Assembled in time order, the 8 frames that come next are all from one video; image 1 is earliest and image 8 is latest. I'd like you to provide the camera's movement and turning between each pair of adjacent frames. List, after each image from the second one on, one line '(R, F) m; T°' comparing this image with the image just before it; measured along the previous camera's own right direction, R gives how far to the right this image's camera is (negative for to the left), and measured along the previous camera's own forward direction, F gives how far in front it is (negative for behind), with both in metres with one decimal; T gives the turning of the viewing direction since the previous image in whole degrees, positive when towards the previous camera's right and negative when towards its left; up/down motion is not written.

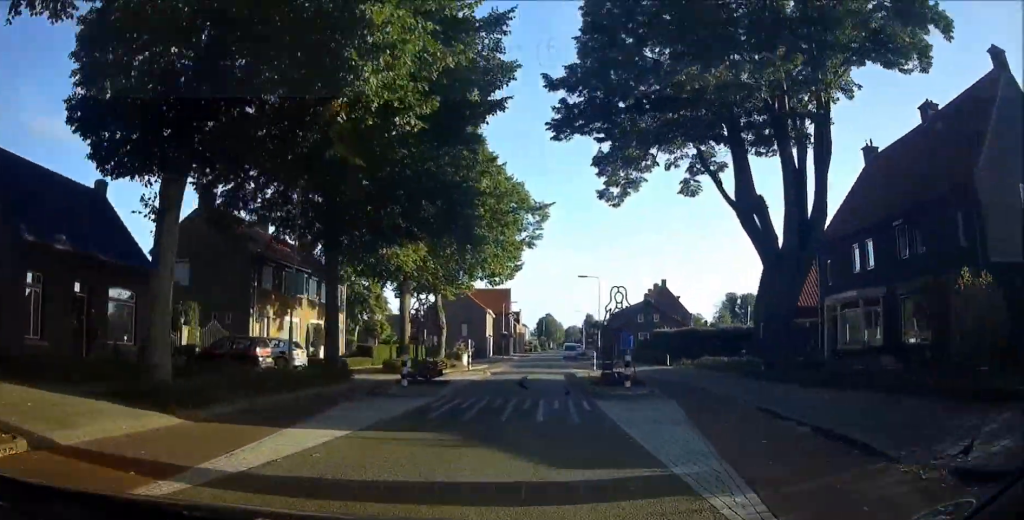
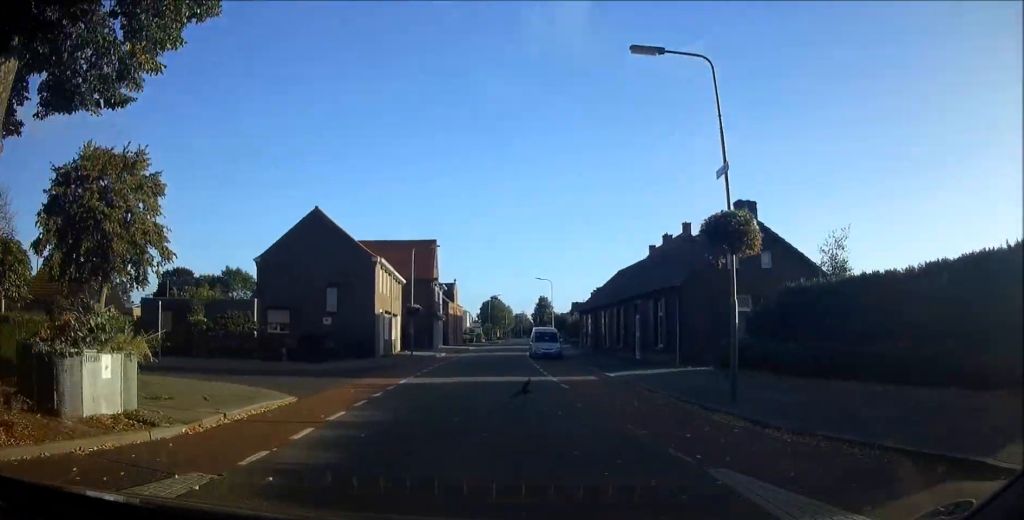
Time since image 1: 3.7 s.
(+0.8, +37.4) m; +2°
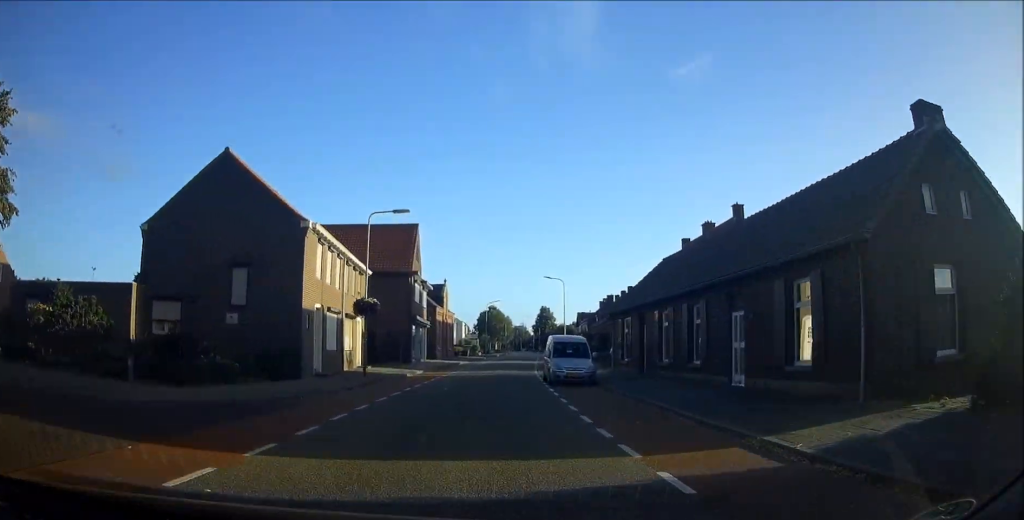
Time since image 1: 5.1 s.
(-0.2, +13.0) m; -1°
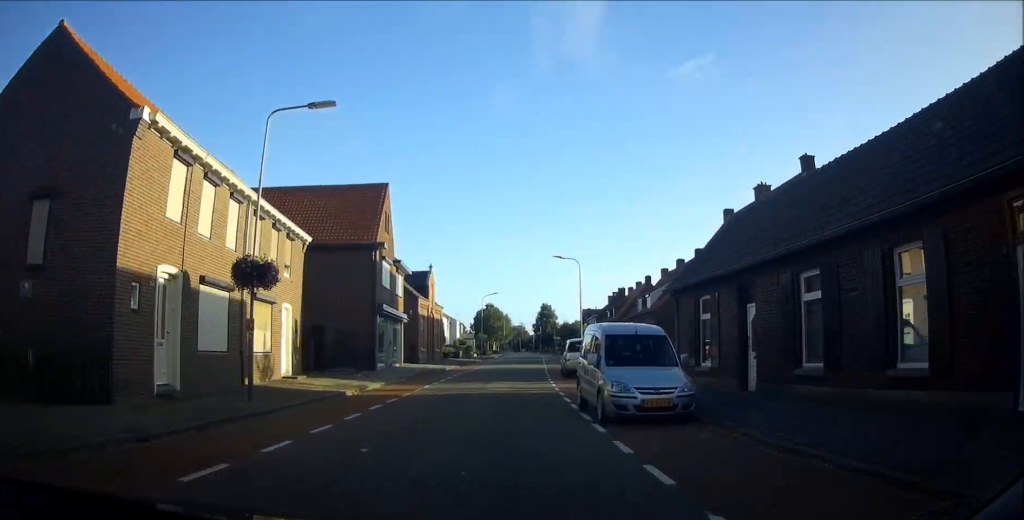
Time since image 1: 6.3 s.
(-0.1, +11.2) m; -1°
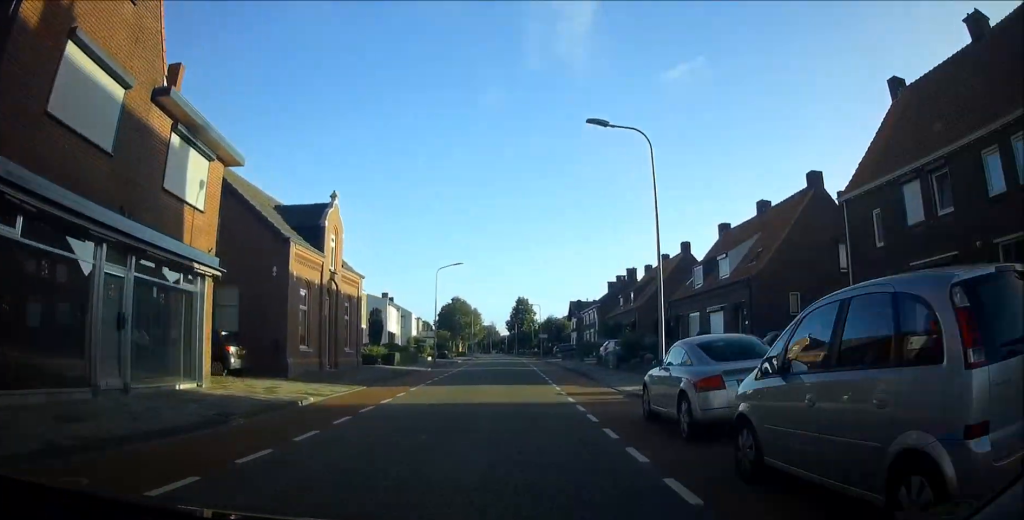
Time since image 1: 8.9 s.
(-0.5, +23.5) m; 0°
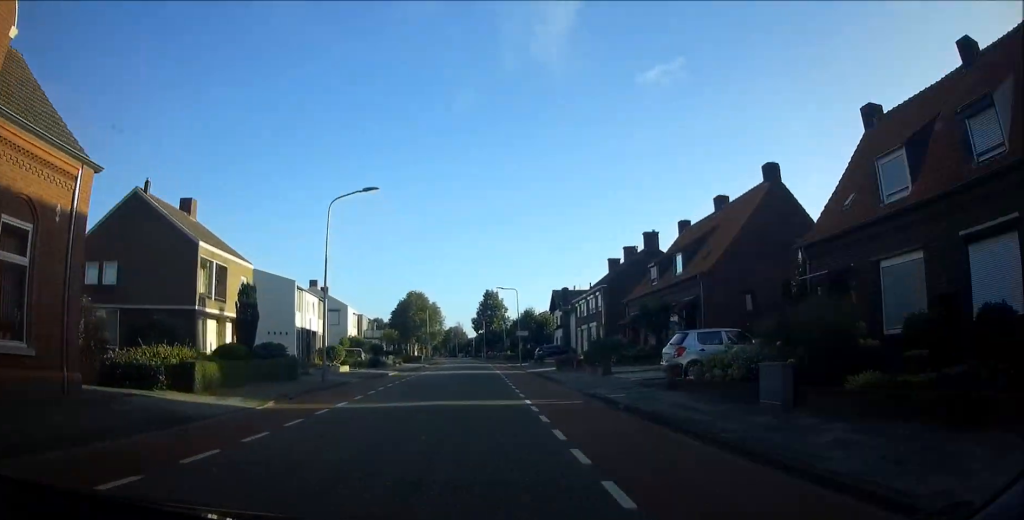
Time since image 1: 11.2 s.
(+0.8, +20.9) m; +3°
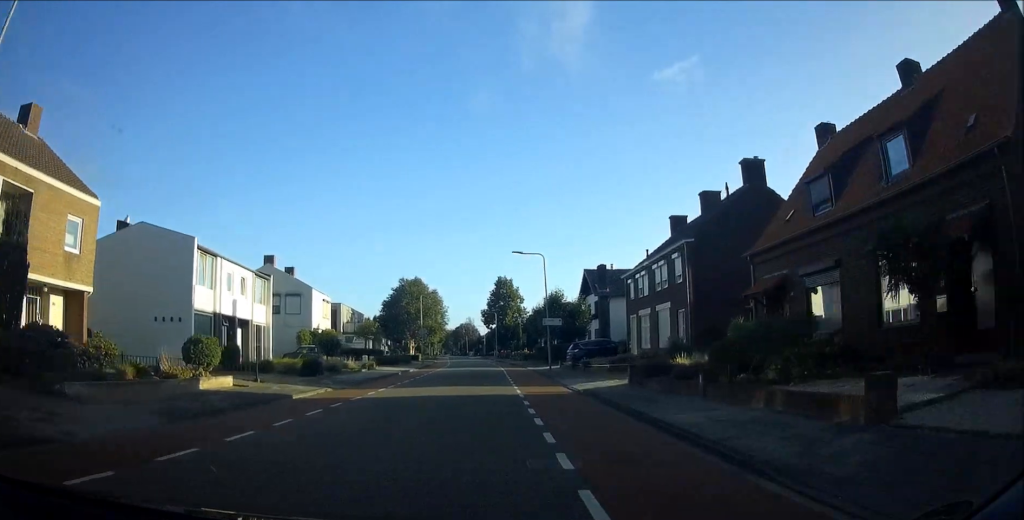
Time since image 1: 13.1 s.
(0.0, +17.7) m; +2°
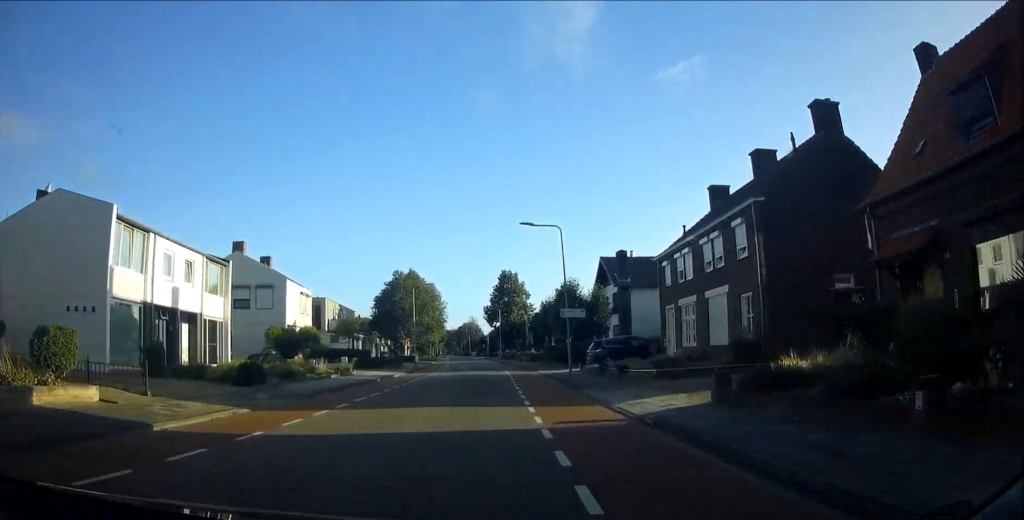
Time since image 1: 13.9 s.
(+0.2, +7.5) m; +1°
